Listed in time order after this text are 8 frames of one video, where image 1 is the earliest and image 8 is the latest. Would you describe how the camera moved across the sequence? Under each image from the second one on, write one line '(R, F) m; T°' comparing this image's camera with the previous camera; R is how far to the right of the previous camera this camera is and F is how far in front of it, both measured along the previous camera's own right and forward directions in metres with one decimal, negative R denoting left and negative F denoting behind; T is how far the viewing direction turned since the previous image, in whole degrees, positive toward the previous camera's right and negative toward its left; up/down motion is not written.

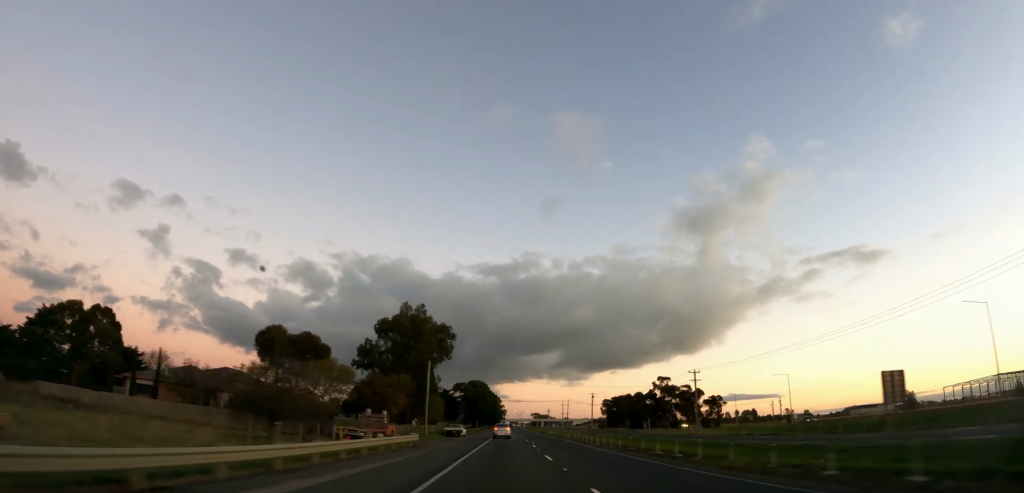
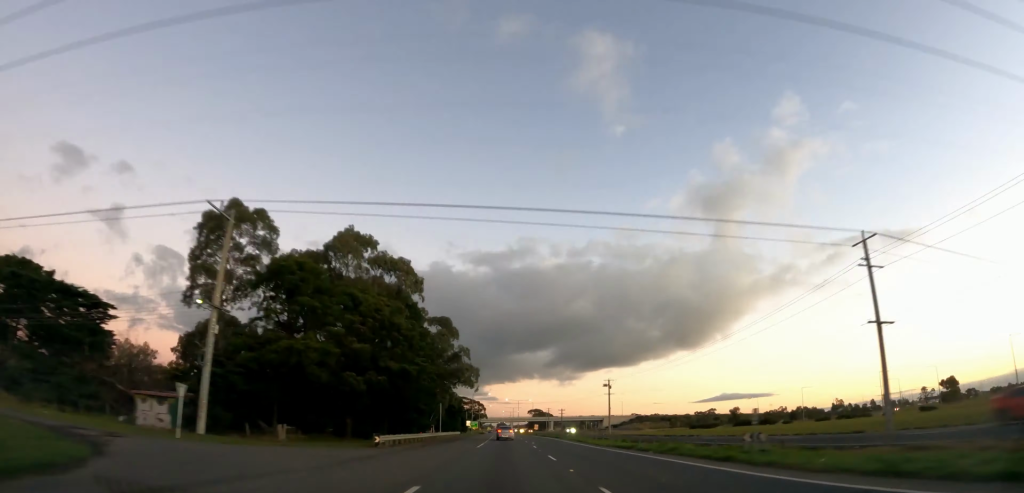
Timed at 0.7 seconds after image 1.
(+0.1, +21.5) m; -1°
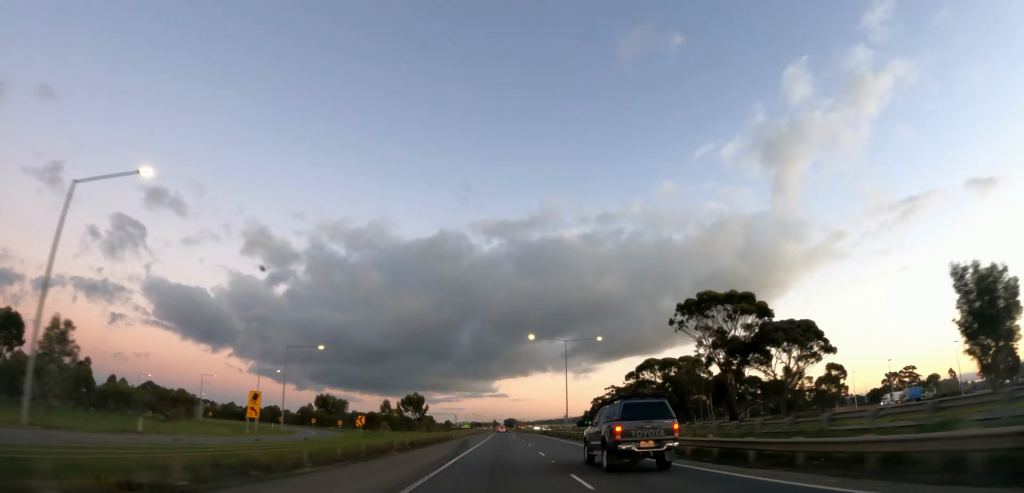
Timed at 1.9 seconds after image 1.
(-0.7, +34.4) m; -1°
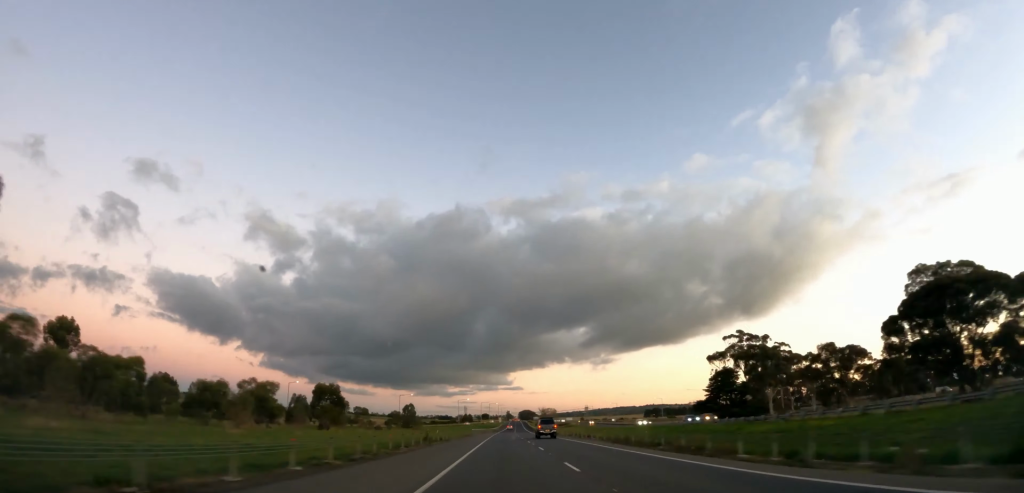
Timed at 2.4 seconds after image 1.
(0.0, +13.8) m; 0°
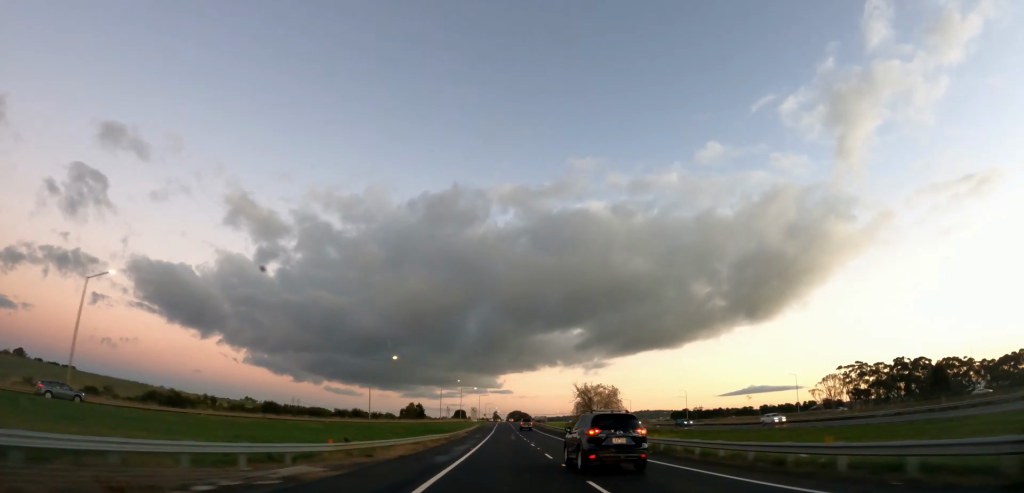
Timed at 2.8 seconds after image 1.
(0.0, +12.7) m; 0°
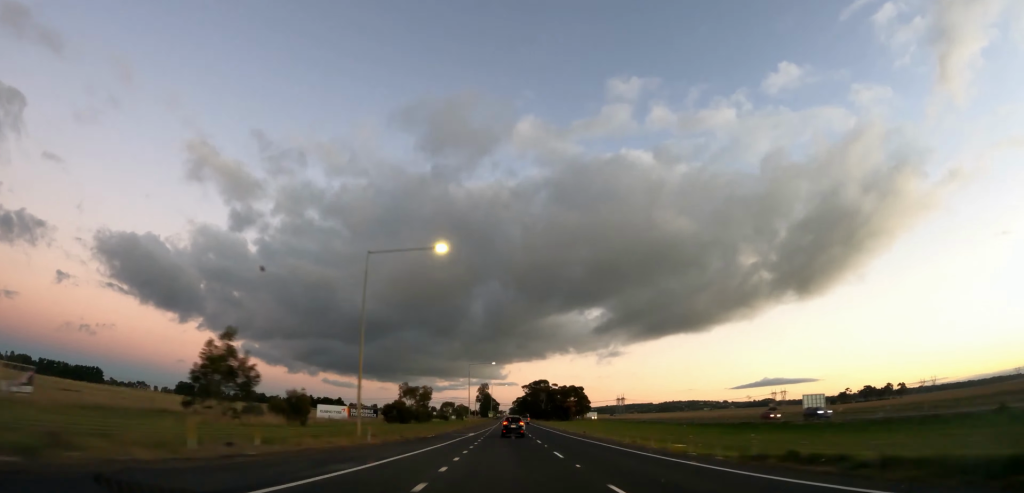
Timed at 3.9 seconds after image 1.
(-0.1, +31.1) m; 0°
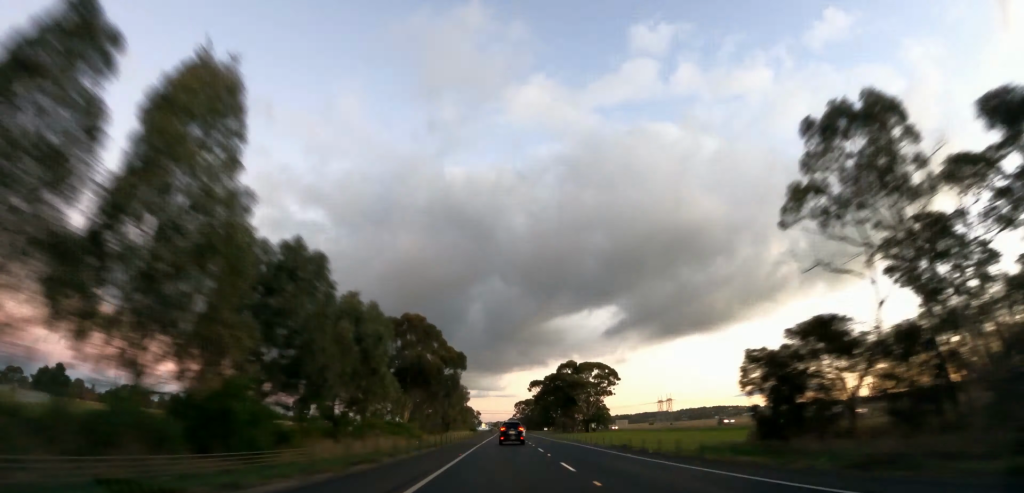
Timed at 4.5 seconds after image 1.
(0.0, +18.4) m; 0°
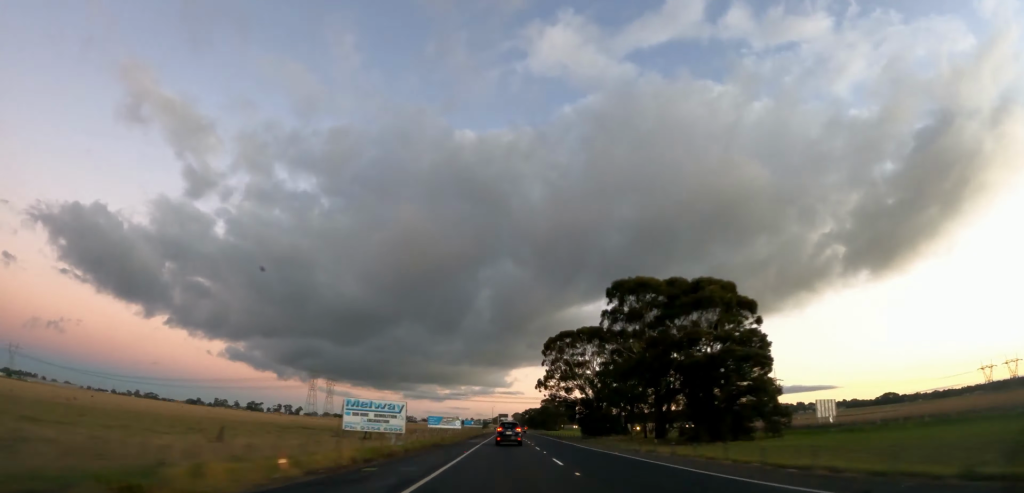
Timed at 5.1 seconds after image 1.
(+0.1, +17.6) m; 0°
